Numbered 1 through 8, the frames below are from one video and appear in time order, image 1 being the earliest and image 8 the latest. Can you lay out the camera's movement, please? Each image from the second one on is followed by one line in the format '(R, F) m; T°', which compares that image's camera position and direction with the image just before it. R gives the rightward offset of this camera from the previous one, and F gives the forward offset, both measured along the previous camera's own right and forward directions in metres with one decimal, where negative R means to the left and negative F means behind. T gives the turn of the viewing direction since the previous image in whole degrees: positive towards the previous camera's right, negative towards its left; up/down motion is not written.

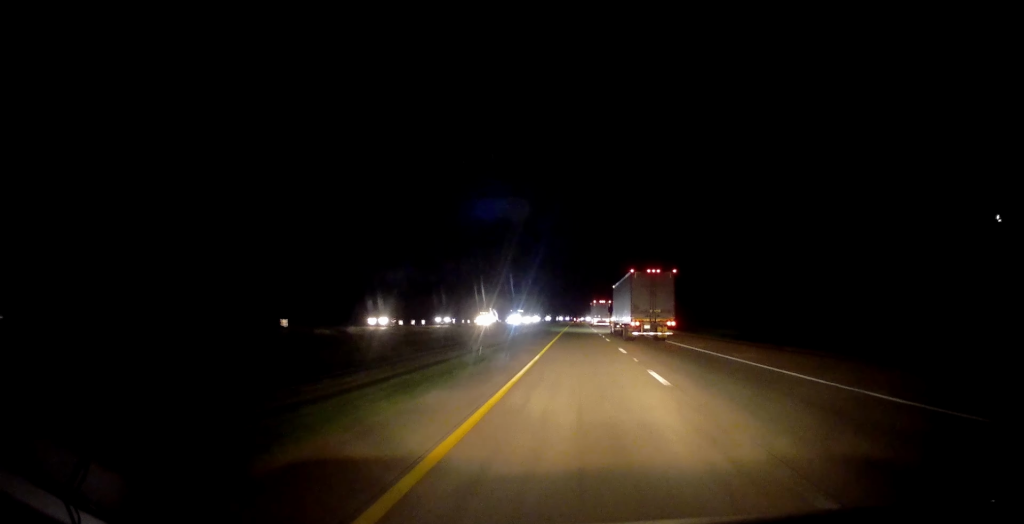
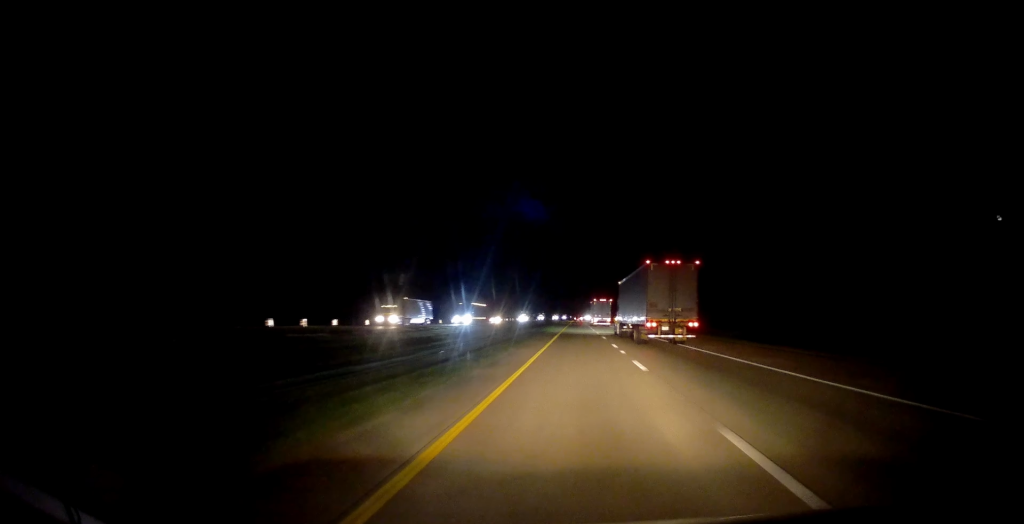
(-0.5, +43.9) m; 0°
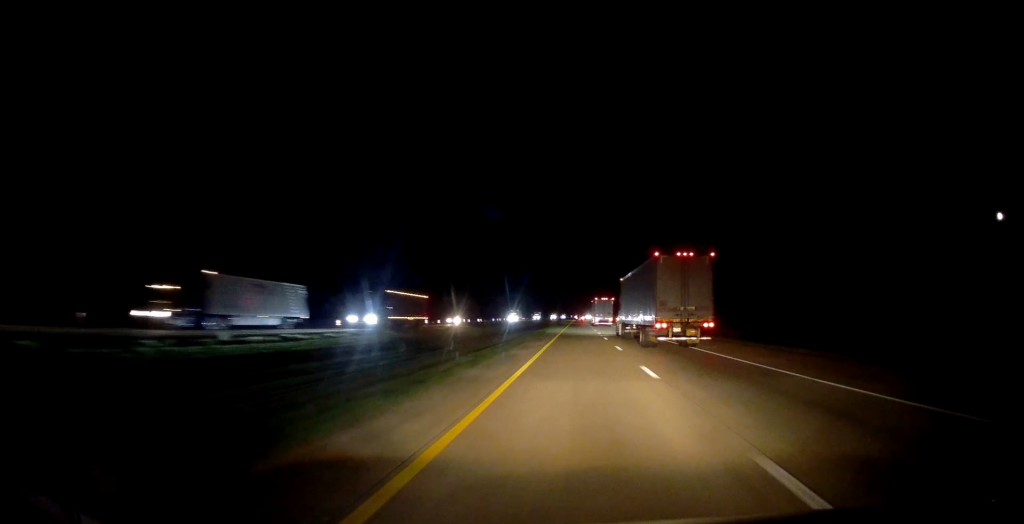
(+0.4, +25.7) m; 0°
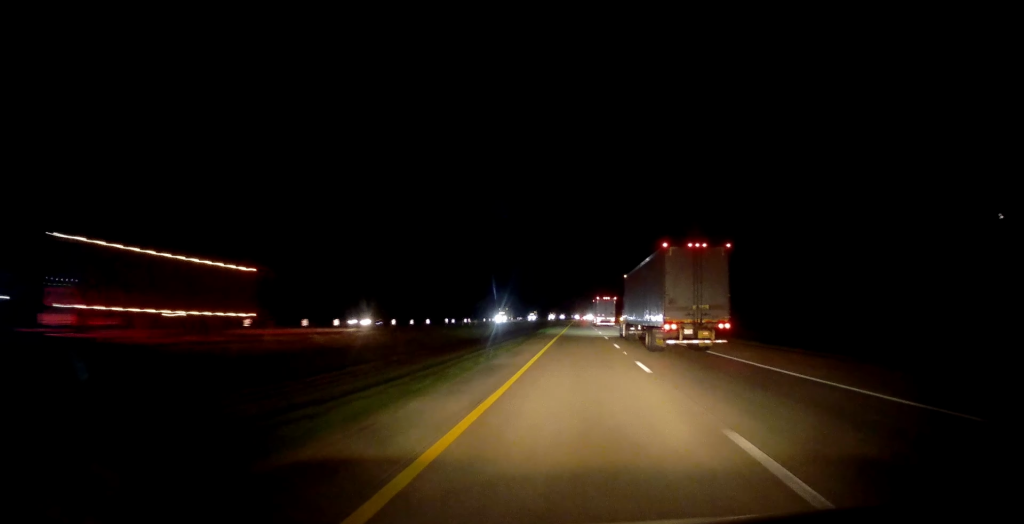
(-0.3, +21.9) m; 0°
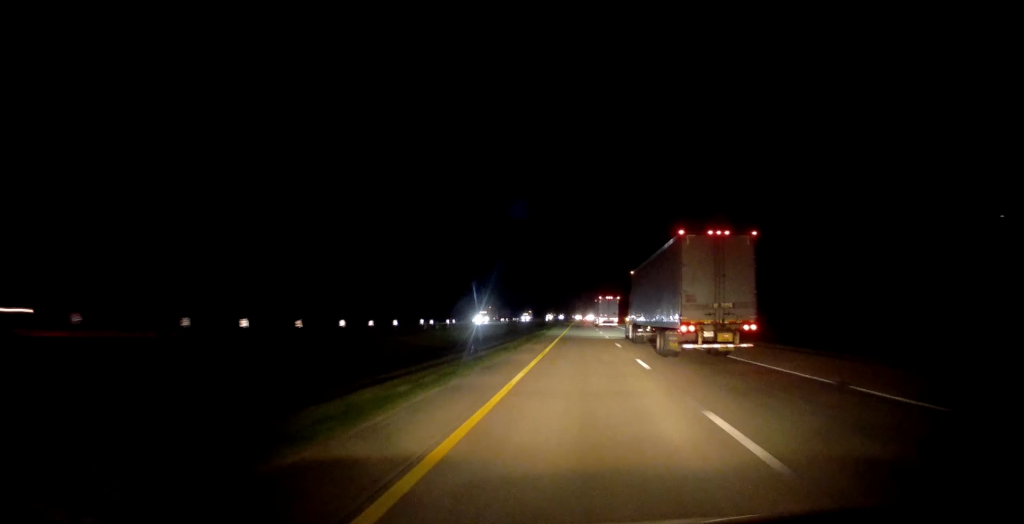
(+0.1, +22.3) m; 0°
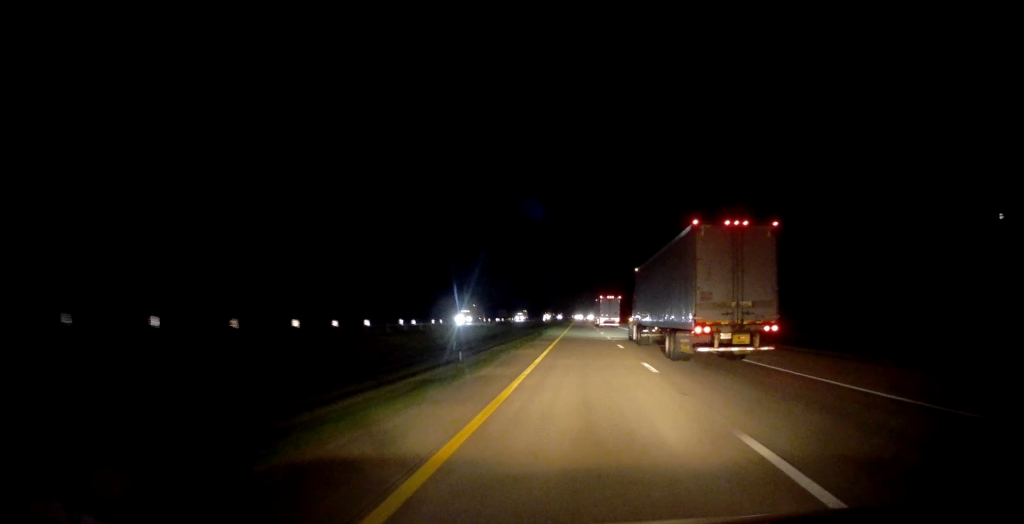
(0.0, +13.2) m; 0°
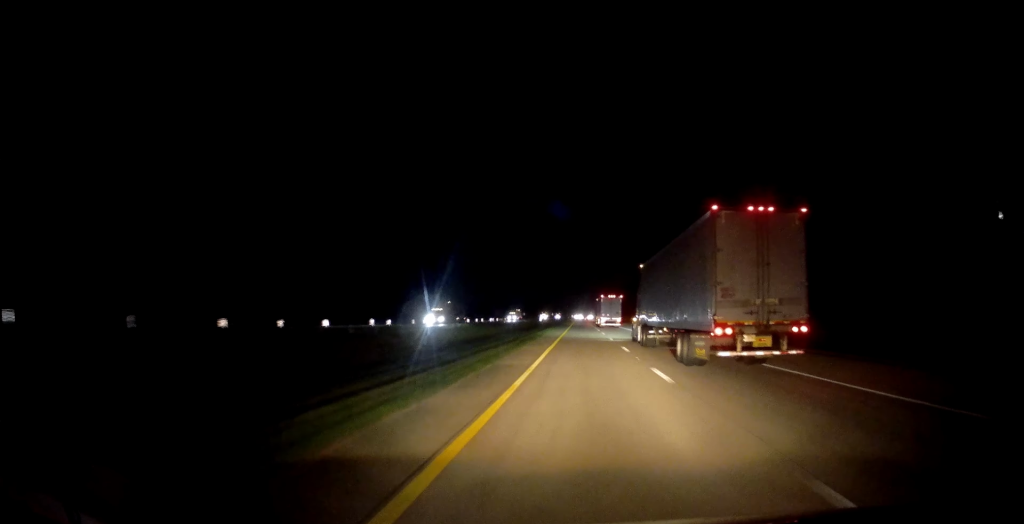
(+0.1, +14.5) m; 0°
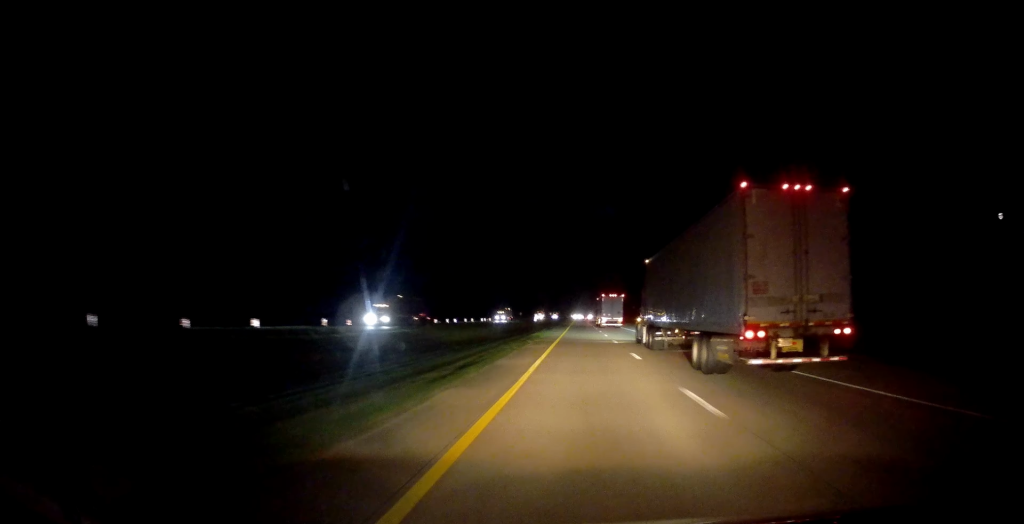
(0.0, +16.6) m; 0°
